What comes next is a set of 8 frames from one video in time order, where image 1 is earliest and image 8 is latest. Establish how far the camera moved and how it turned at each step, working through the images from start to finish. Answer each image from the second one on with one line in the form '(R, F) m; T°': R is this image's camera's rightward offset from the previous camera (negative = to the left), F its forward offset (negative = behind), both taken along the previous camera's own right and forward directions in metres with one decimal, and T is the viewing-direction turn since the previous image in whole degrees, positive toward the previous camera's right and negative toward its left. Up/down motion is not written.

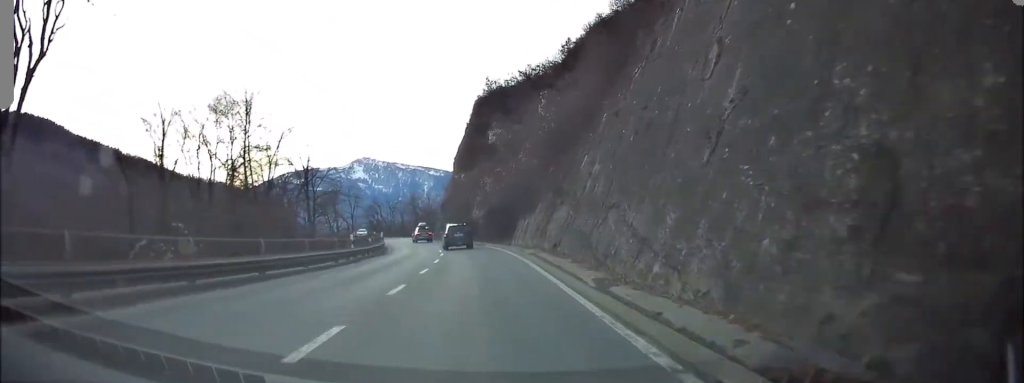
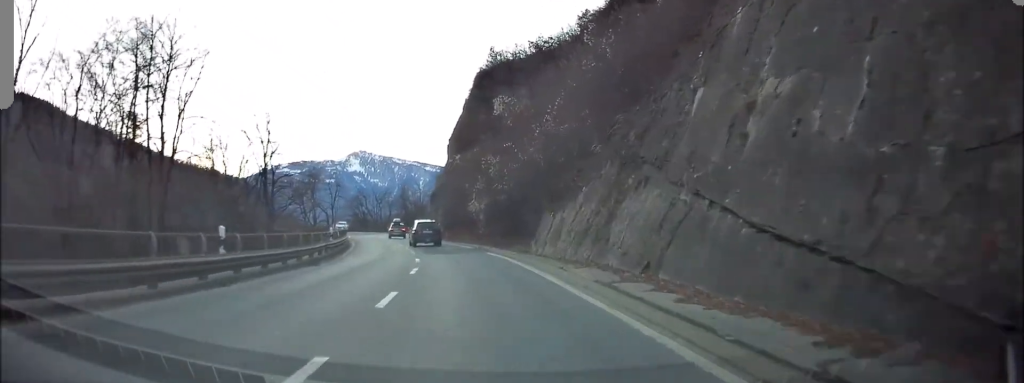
(-0.2, +13.4) m; +1°
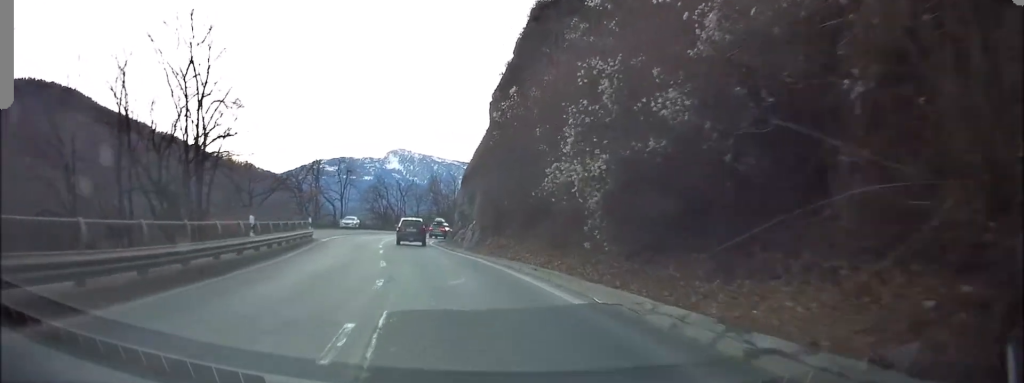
(+0.3, +21.8) m; 0°
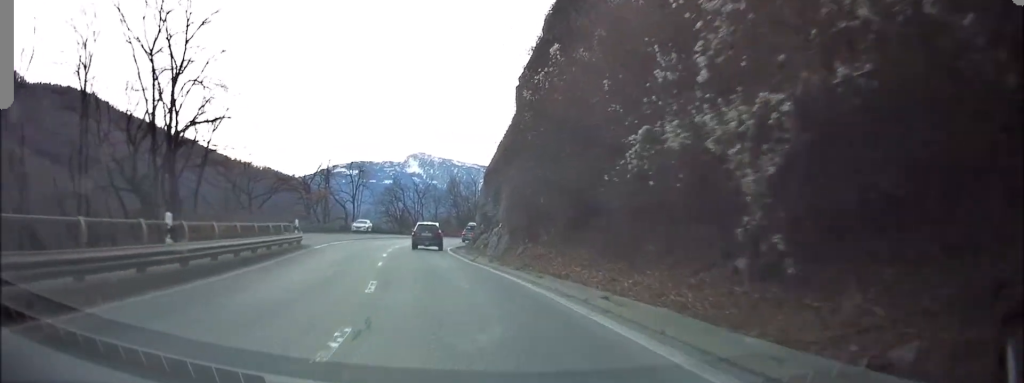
(-0.1, +6.3) m; -1°
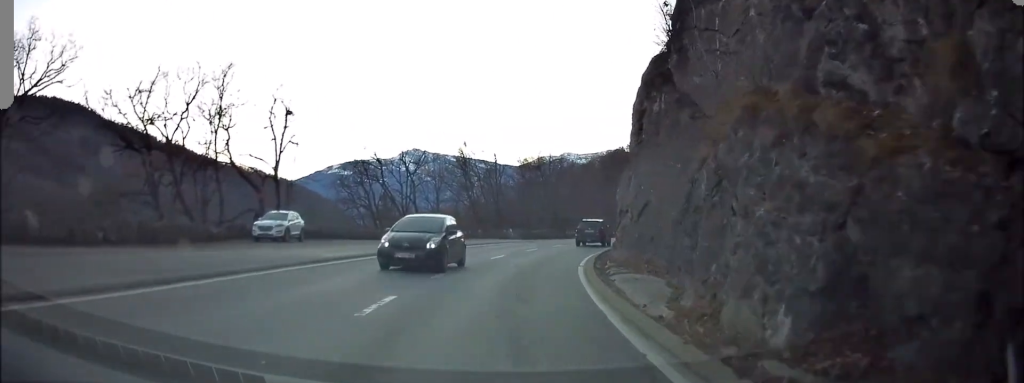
(-2.3, +39.4) m; -4°
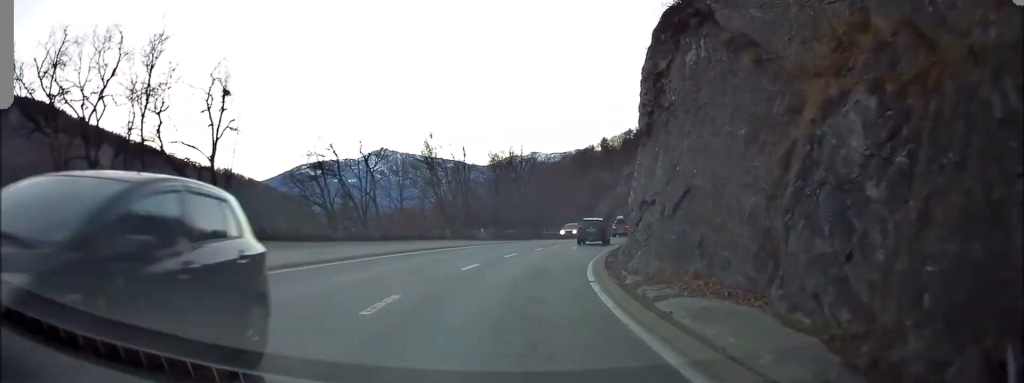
(-0.1, +6.1) m; +1°
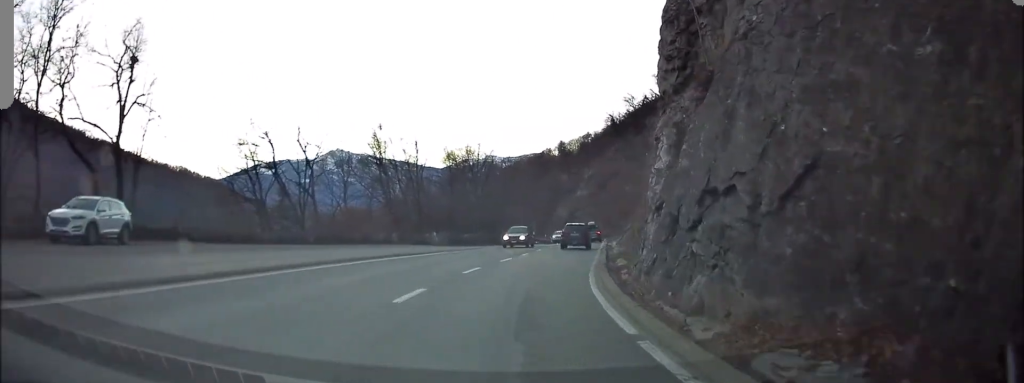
(+0.2, +6.0) m; +3°
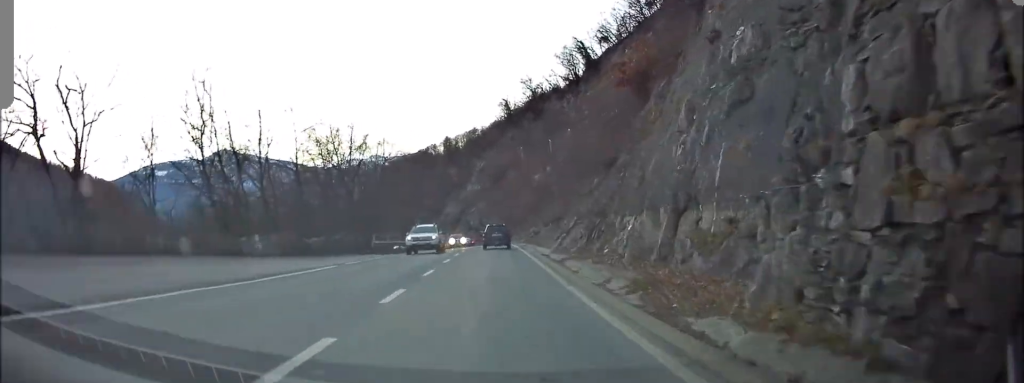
(+1.3, +16.8) m; +9°
